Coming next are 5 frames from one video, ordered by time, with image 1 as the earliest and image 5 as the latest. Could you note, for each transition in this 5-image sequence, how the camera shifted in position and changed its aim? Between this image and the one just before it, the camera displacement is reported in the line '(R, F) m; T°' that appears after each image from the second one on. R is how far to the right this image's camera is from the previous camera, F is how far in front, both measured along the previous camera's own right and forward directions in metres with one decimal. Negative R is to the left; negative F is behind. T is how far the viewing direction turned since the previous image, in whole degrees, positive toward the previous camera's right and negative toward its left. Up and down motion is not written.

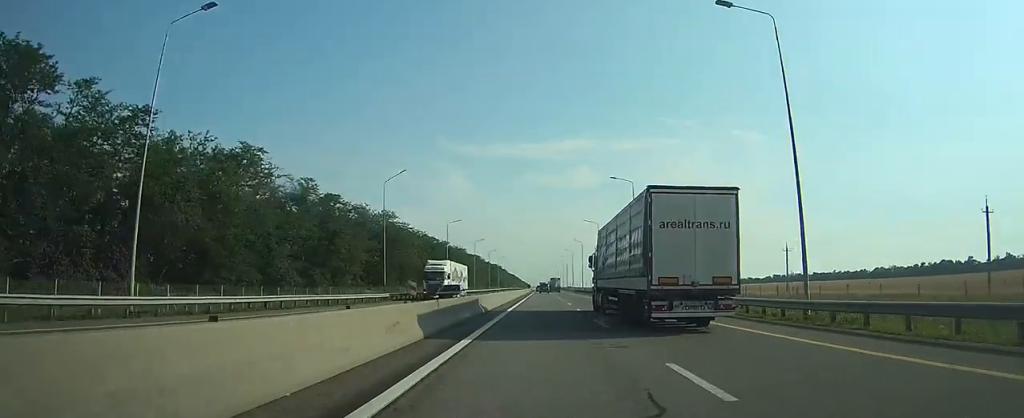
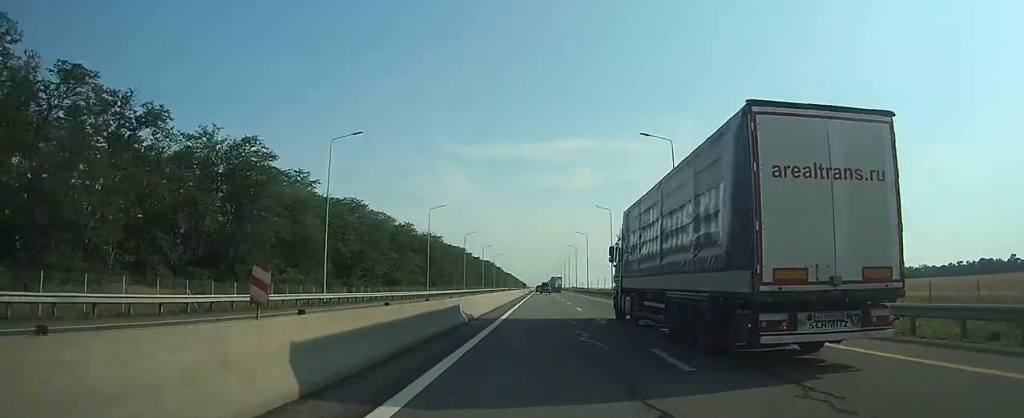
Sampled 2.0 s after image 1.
(-0.3, +58.1) m; 0°
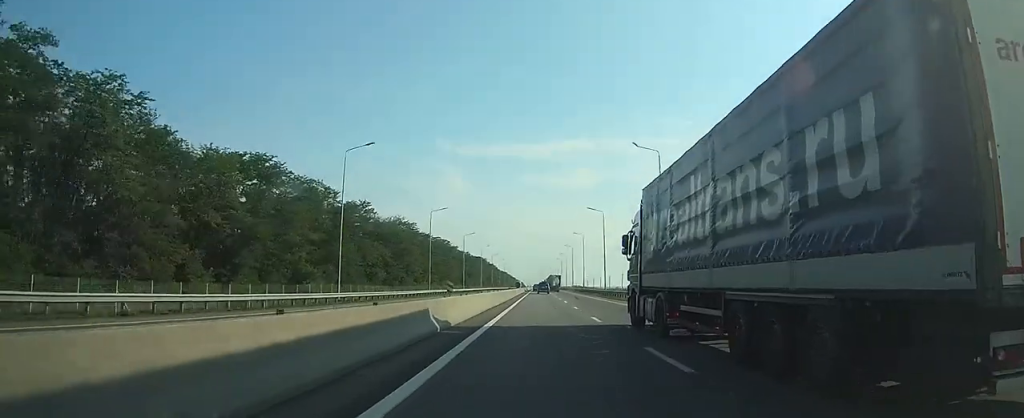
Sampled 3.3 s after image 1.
(0.0, +36.3) m; 0°
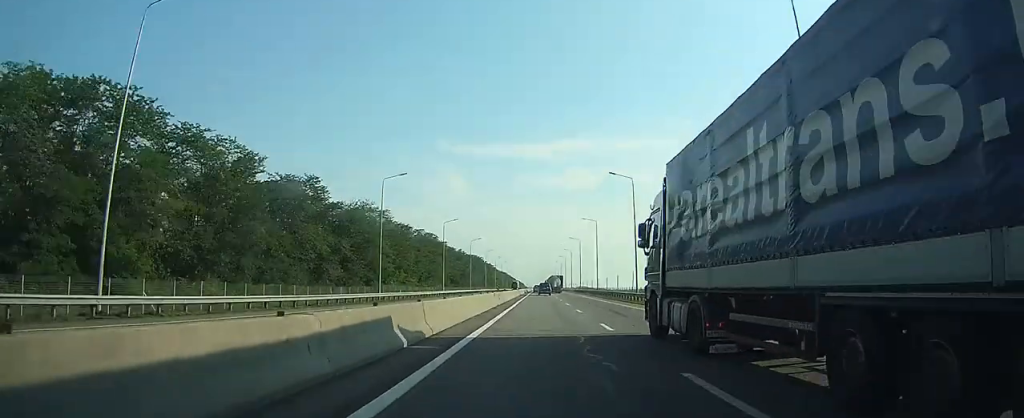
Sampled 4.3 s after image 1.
(0.0, +27.8) m; 0°
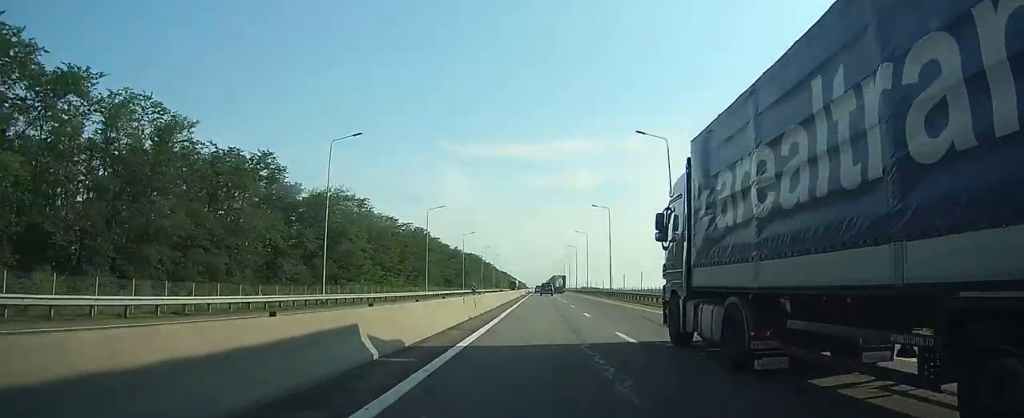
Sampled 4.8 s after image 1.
(0.0, +16.3) m; 0°
